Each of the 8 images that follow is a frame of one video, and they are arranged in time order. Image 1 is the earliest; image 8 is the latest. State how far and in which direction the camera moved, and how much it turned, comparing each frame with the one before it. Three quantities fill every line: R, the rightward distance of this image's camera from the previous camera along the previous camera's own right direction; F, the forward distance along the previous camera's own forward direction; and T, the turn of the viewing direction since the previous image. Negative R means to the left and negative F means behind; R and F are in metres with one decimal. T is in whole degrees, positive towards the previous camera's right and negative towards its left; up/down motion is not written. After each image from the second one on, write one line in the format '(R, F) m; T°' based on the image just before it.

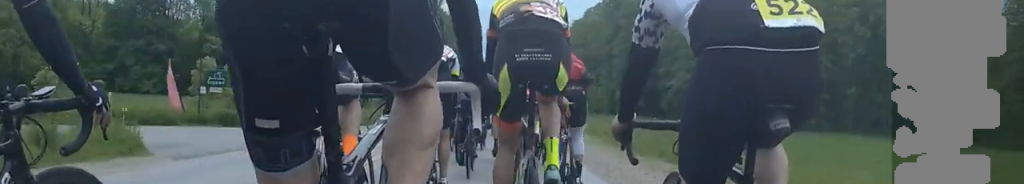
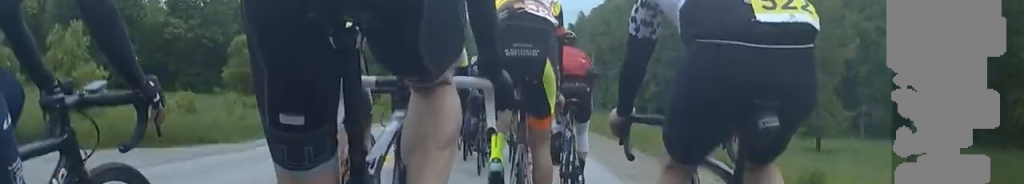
(0.0, +14.3) m; 0°
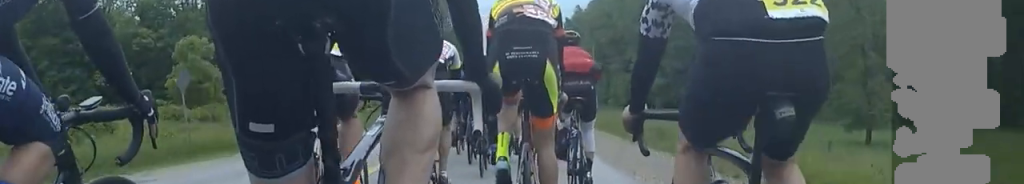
(0.0, +6.0) m; 0°
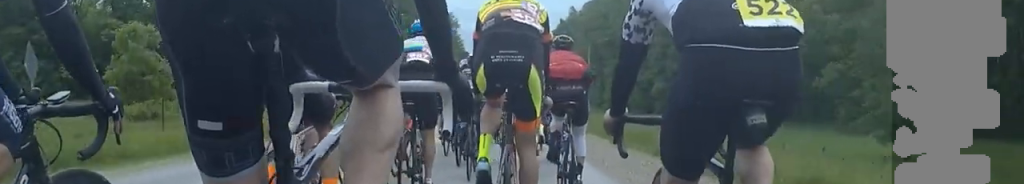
(0.0, +4.3) m; 0°
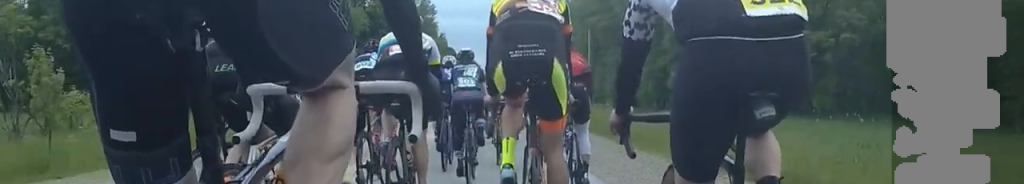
(0.0, +11.8) m; 0°
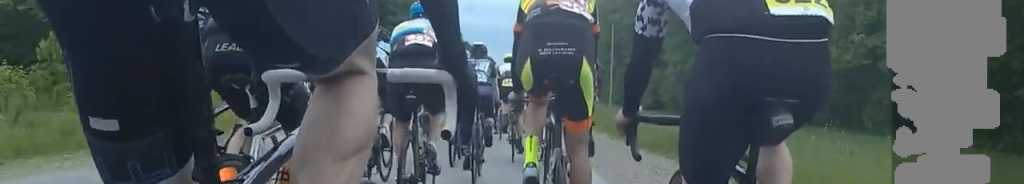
(0.0, +5.0) m; 0°
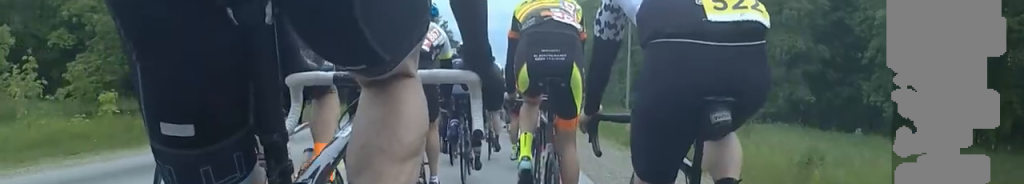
(0.0, +12.5) m; +1°
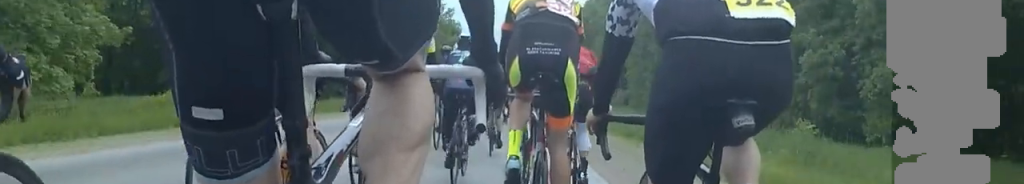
(+0.1, +12.6) m; -6°
